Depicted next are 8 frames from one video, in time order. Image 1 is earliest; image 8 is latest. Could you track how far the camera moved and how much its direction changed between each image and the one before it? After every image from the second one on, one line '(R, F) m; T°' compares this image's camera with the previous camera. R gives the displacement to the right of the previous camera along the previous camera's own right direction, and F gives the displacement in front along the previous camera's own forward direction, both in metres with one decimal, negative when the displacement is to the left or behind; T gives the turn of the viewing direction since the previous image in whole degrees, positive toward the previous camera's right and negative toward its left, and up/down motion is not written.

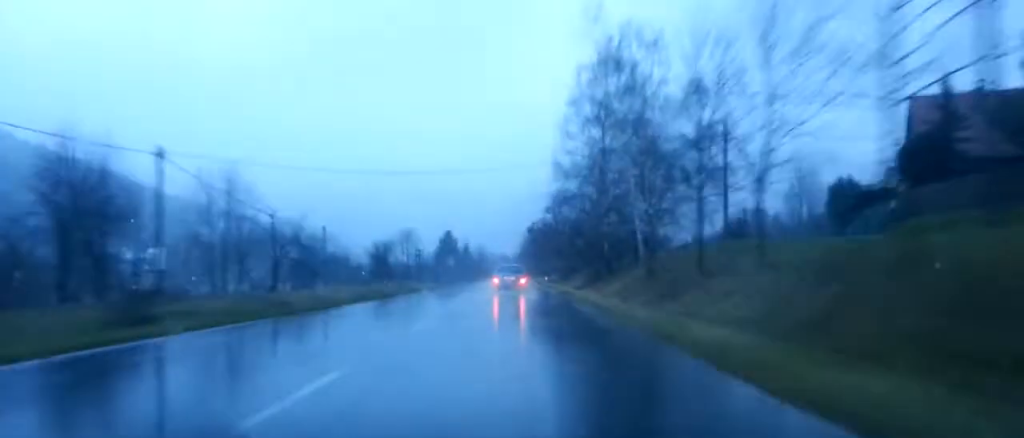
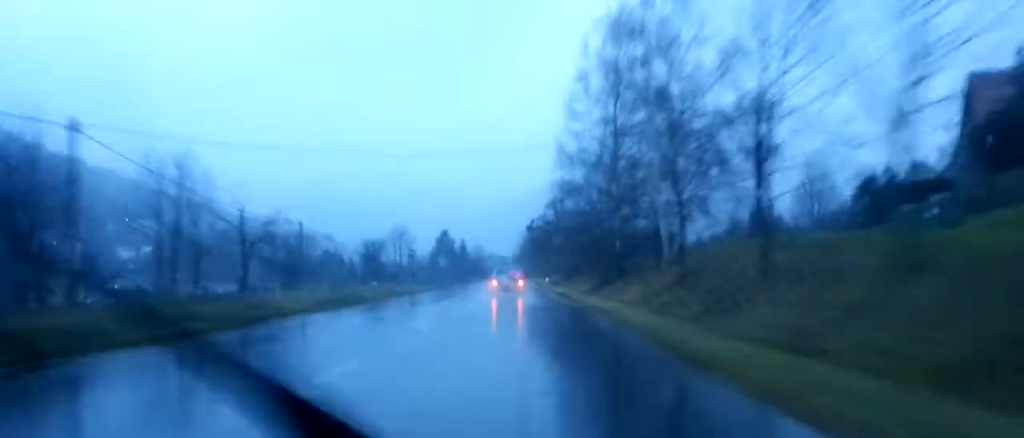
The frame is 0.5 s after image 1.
(0.0, +8.2) m; 0°
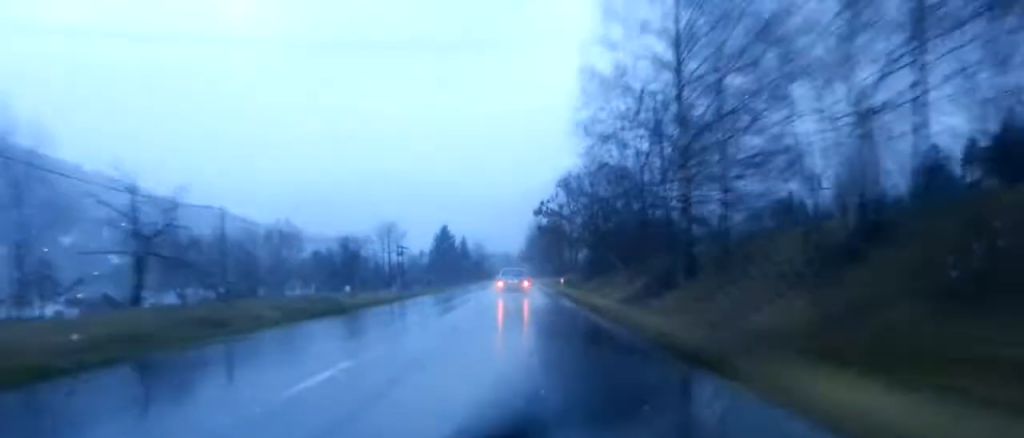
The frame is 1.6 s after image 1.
(0.0, +20.1) m; 0°
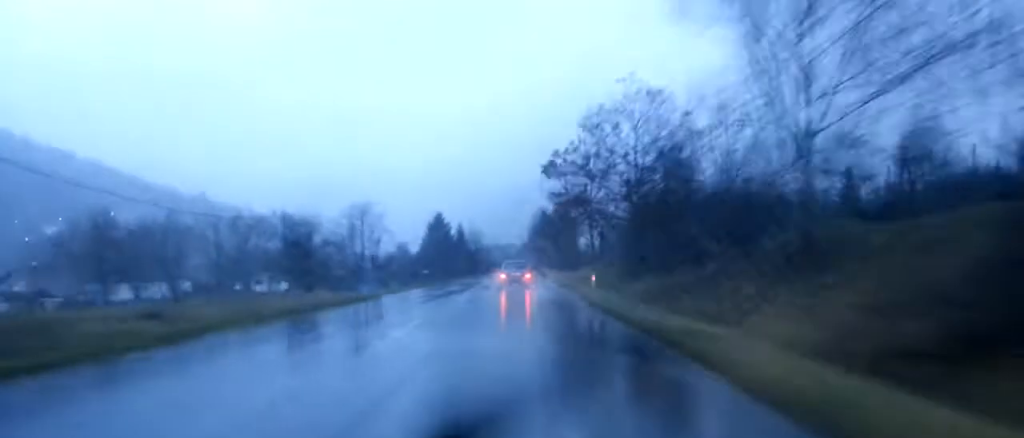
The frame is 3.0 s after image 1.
(+0.1, +25.1) m; 0°
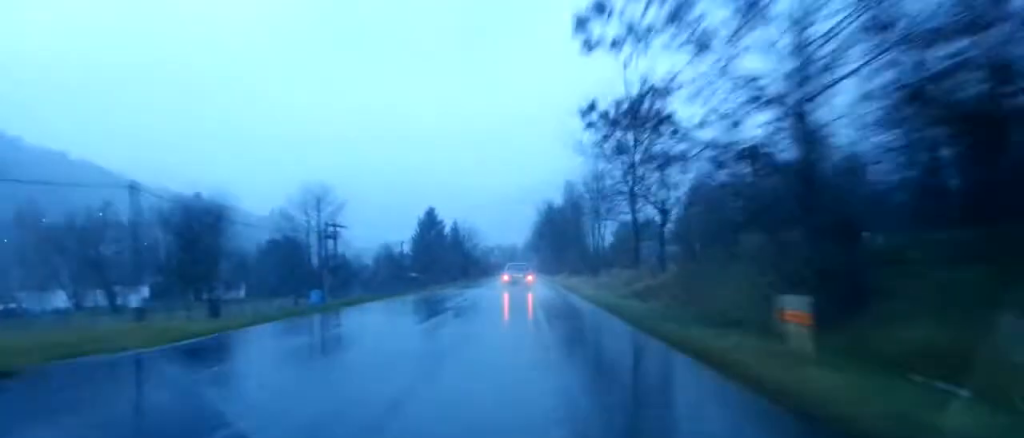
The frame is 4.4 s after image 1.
(0.0, +25.5) m; 0°
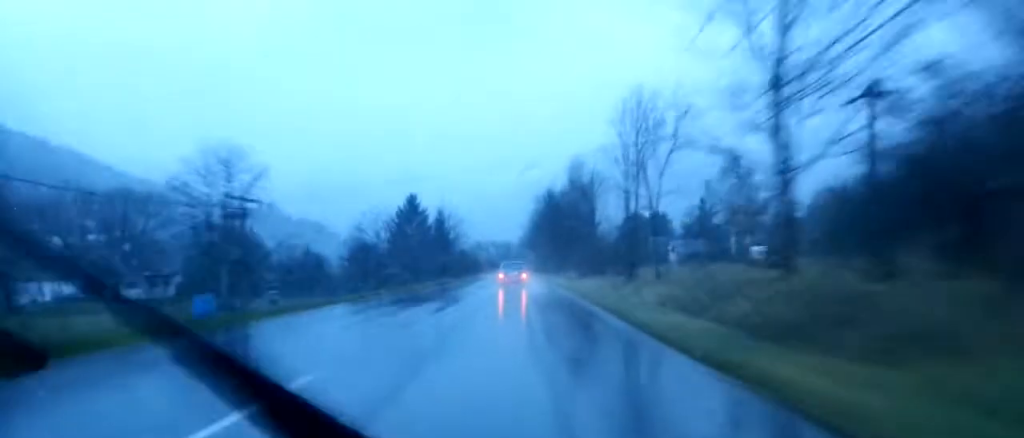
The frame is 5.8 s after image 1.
(0.0, +25.8) m; 0°
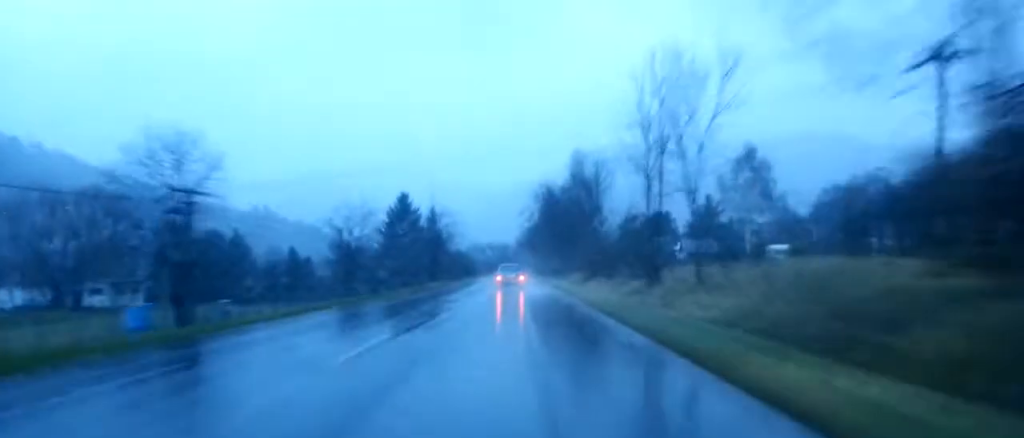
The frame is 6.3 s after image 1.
(0.0, +8.6) m; 0°
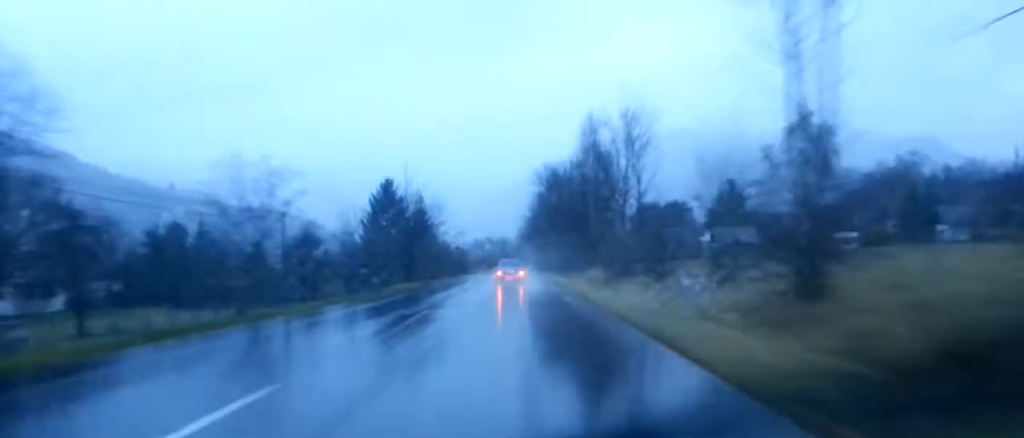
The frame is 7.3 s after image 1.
(-0.2, +19.7) m; -1°
